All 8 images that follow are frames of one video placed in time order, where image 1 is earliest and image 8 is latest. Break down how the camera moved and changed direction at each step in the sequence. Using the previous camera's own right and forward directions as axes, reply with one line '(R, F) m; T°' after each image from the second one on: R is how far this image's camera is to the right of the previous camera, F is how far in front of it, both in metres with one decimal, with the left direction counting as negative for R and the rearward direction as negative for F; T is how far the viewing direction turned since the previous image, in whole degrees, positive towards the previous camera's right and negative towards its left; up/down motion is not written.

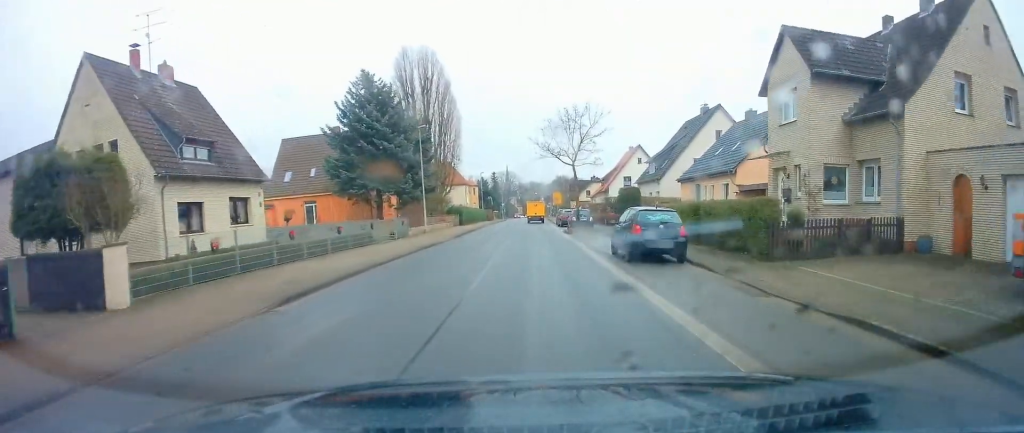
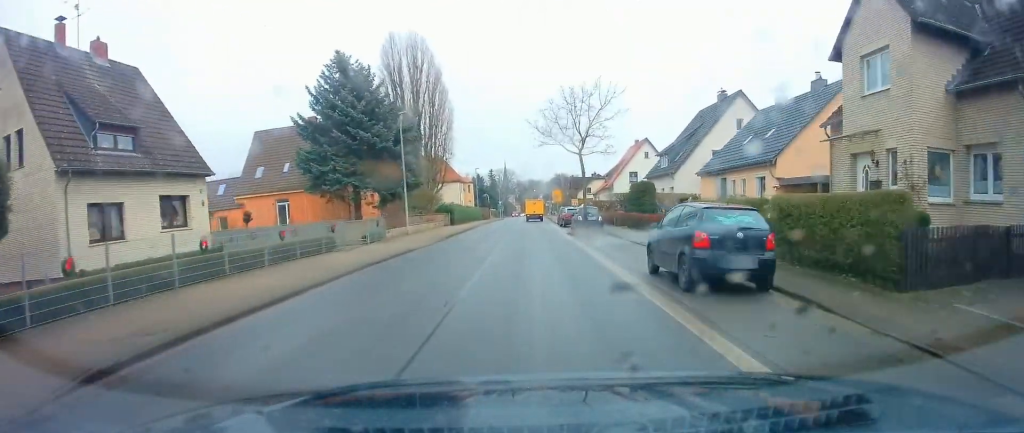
(-0.1, +5.8) m; 0°
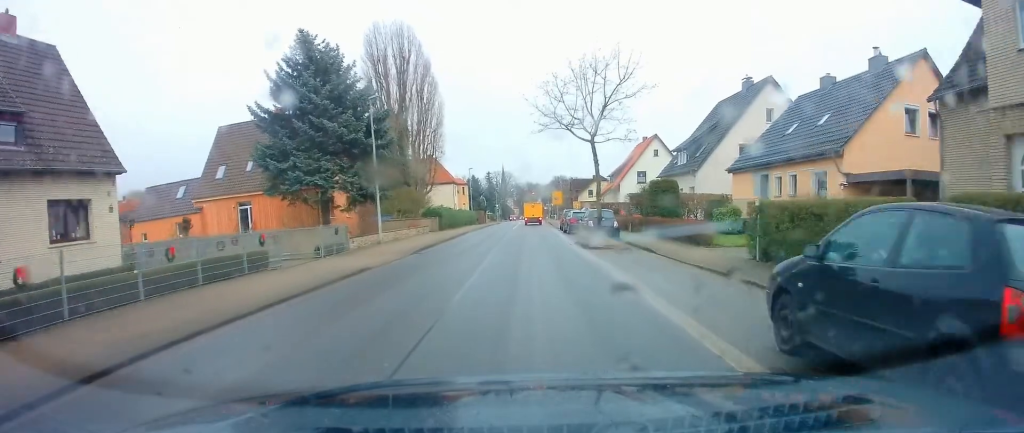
(0.0, +6.4) m; 0°
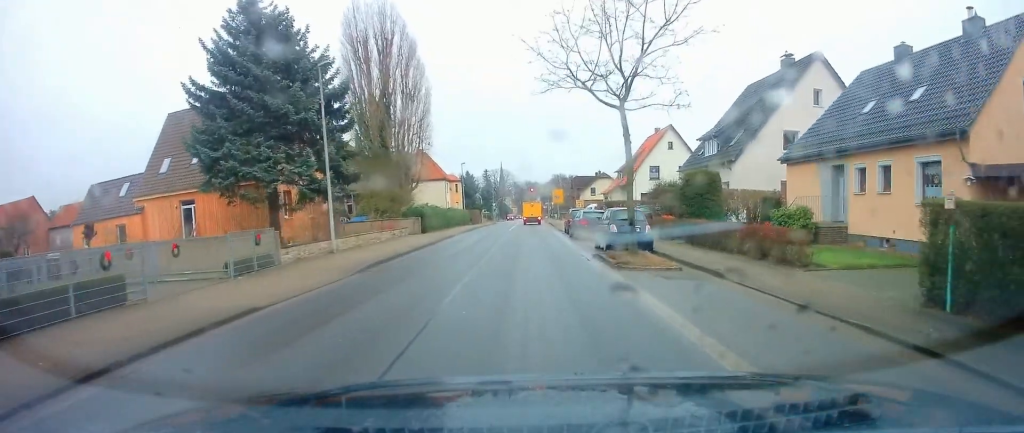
(+0.1, +7.4) m; 0°
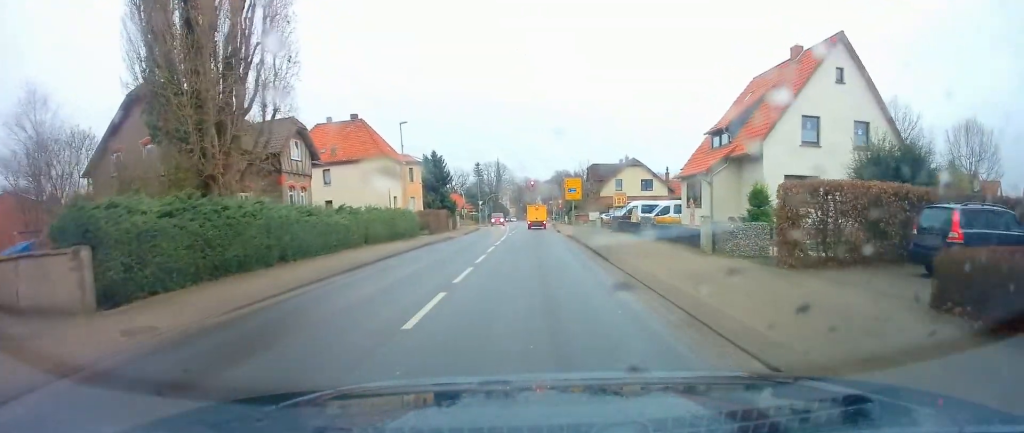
(-0.2, +33.7) m; +2°
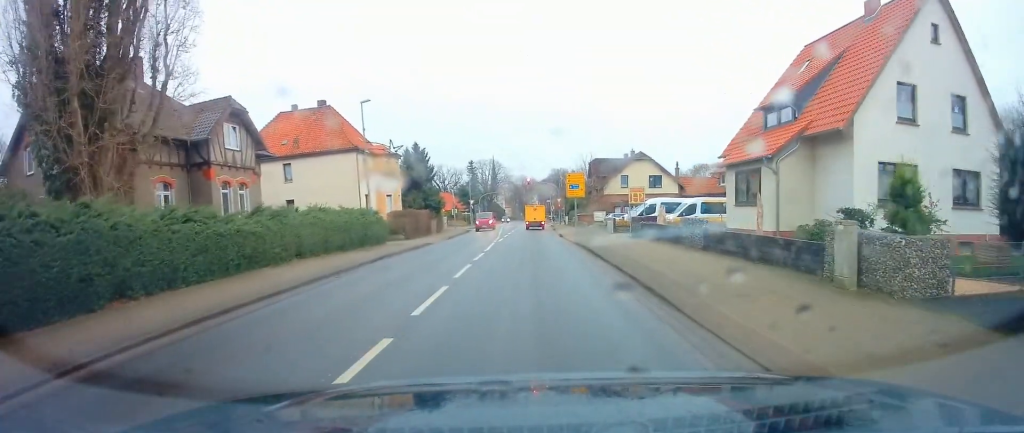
(+0.1, +8.0) m; +1°
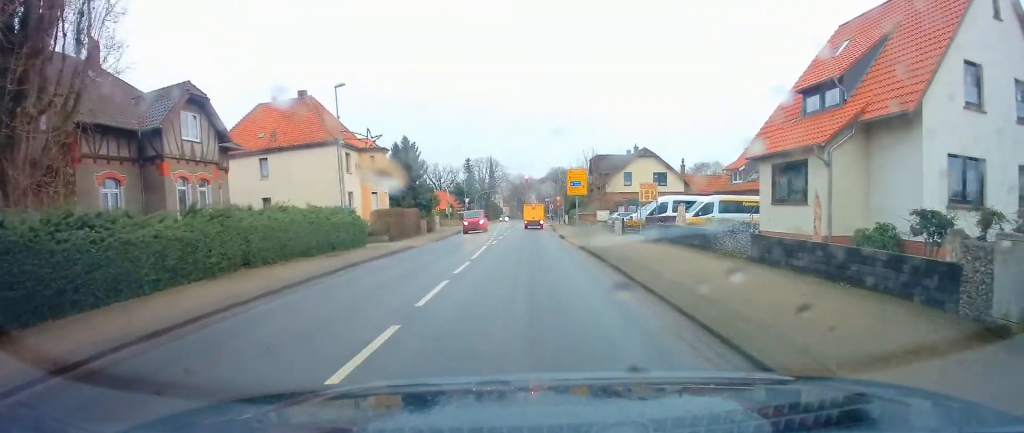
(0.0, +3.9) m; 0°
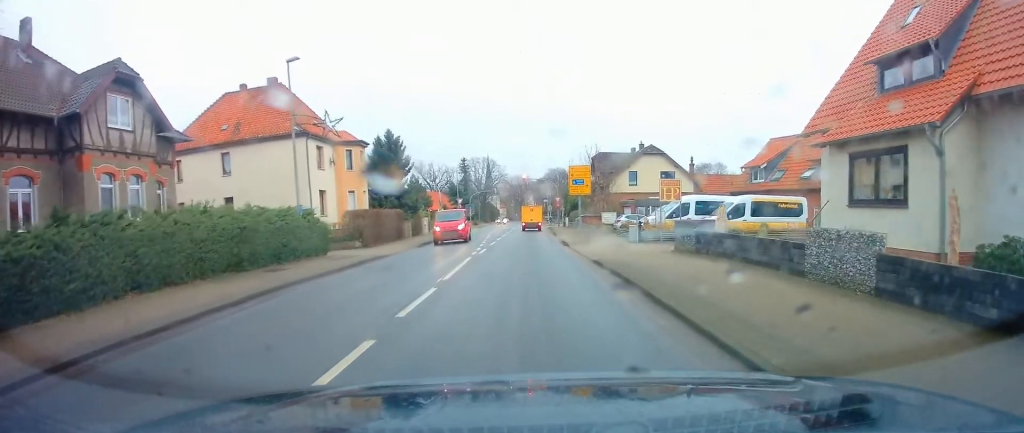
(0.0, +5.3) m; -2°
